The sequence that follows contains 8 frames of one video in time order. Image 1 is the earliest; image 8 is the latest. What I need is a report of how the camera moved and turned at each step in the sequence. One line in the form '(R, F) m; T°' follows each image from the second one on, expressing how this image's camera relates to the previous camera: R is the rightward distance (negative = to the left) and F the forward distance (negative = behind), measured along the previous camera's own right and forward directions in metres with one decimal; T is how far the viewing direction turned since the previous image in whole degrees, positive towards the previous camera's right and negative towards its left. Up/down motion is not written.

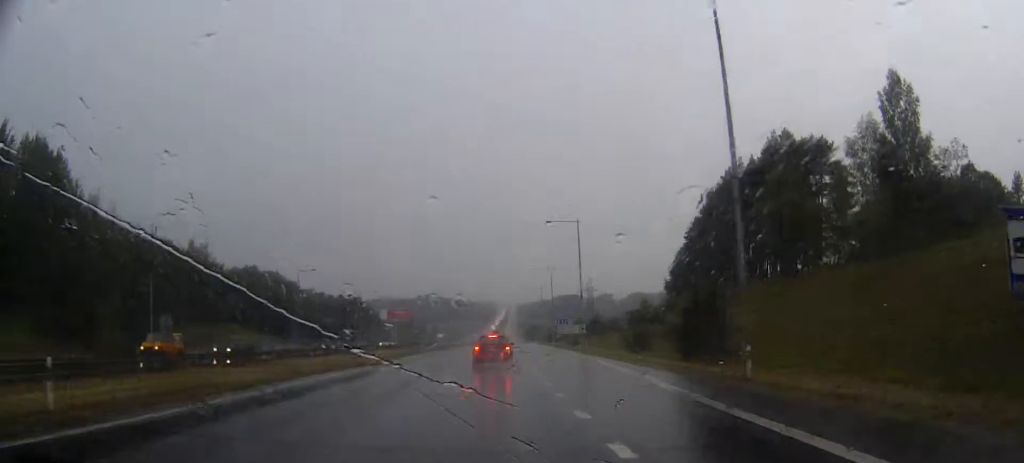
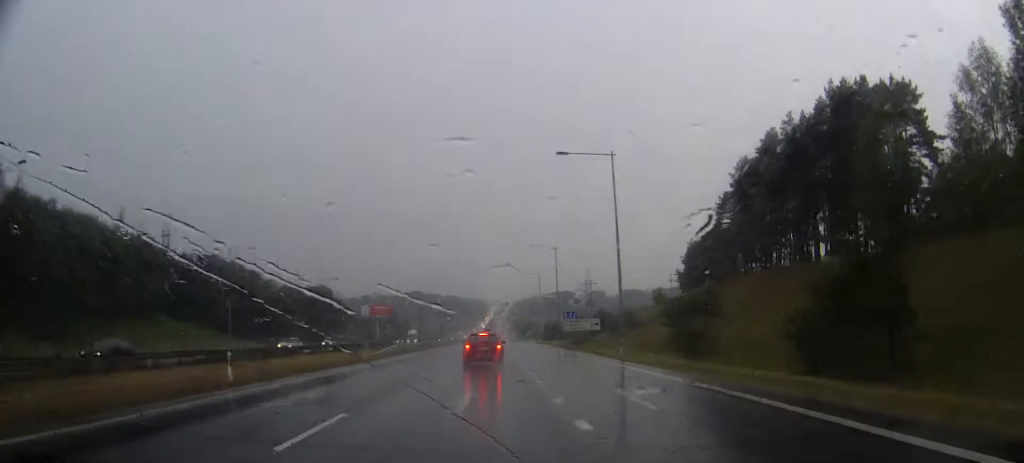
(+0.2, +25.4) m; 0°
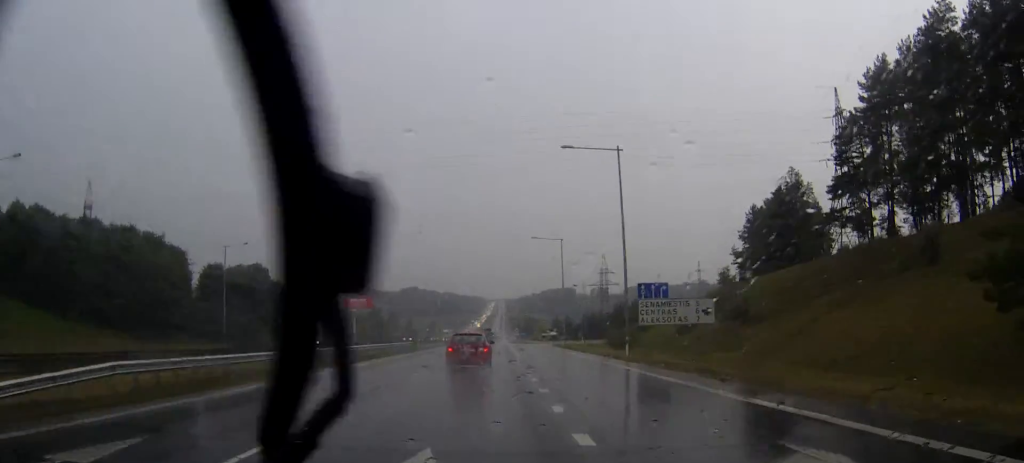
(0.0, +49.0) m; 0°
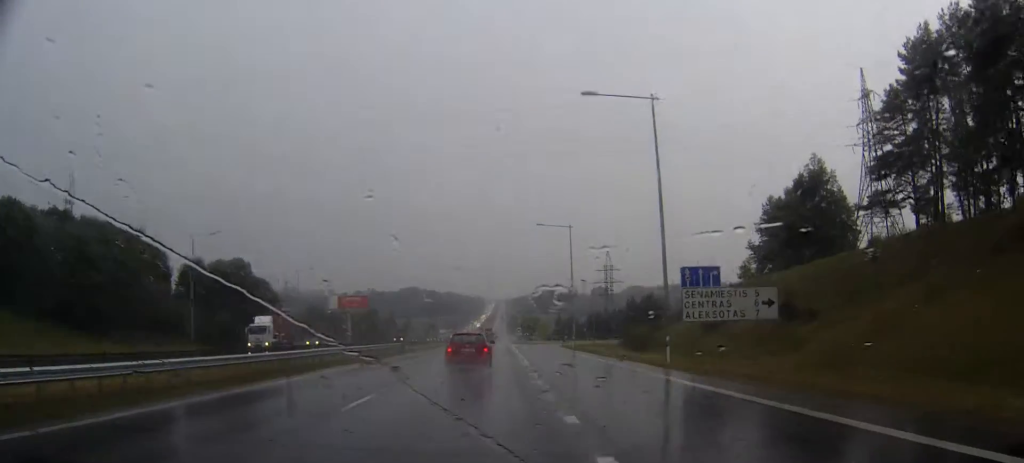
(+0.1, +9.6) m; 0°
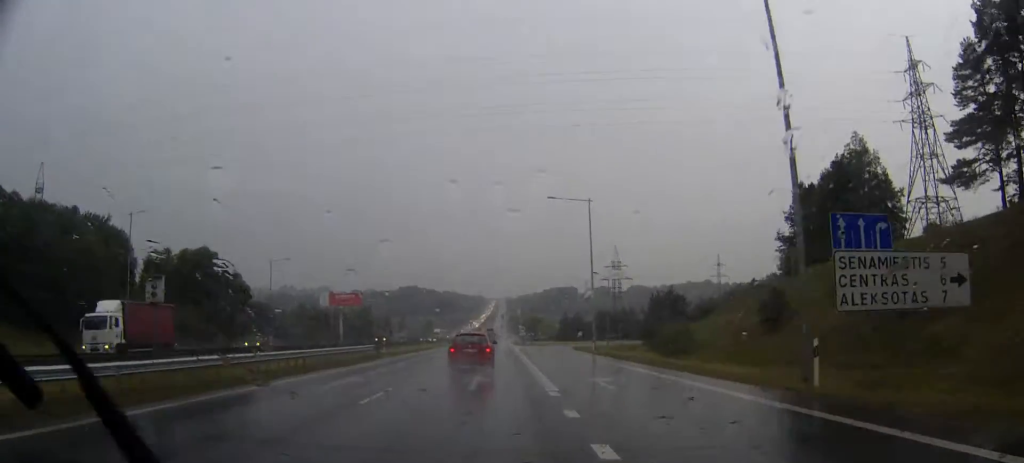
(0.0, +14.9) m; 0°
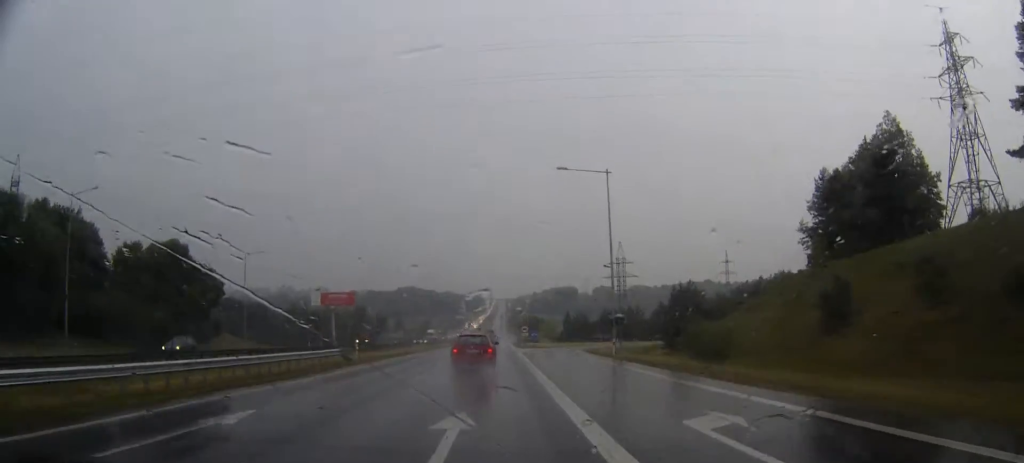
(0.0, +10.5) m; 0°
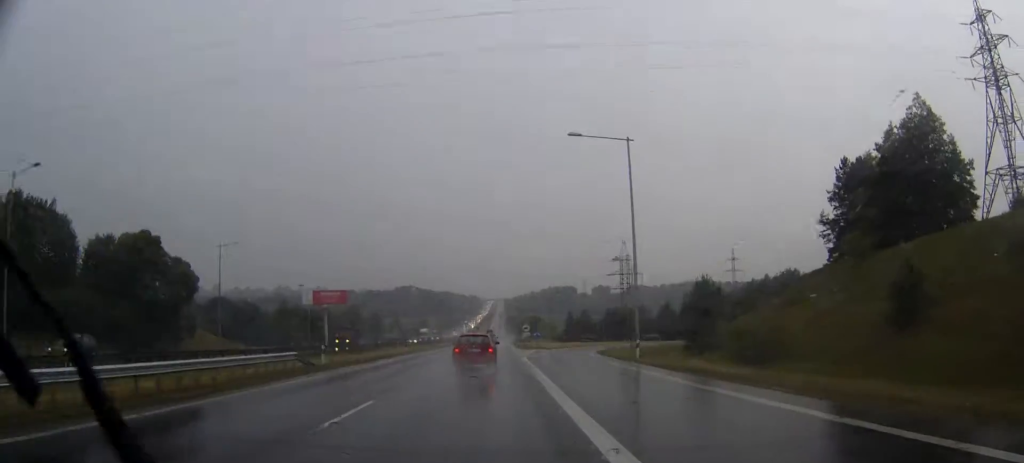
(0.0, +8.5) m; 0°
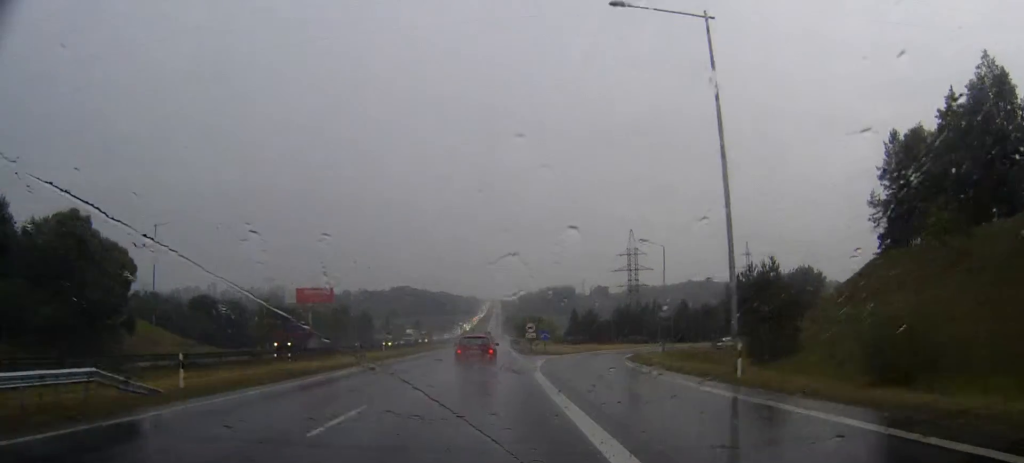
(+0.1, +16.9) m; 0°
